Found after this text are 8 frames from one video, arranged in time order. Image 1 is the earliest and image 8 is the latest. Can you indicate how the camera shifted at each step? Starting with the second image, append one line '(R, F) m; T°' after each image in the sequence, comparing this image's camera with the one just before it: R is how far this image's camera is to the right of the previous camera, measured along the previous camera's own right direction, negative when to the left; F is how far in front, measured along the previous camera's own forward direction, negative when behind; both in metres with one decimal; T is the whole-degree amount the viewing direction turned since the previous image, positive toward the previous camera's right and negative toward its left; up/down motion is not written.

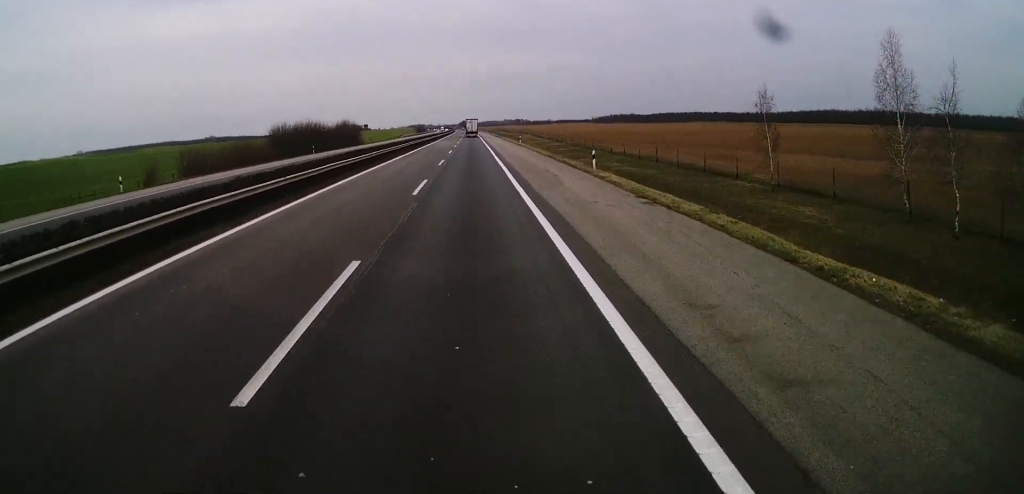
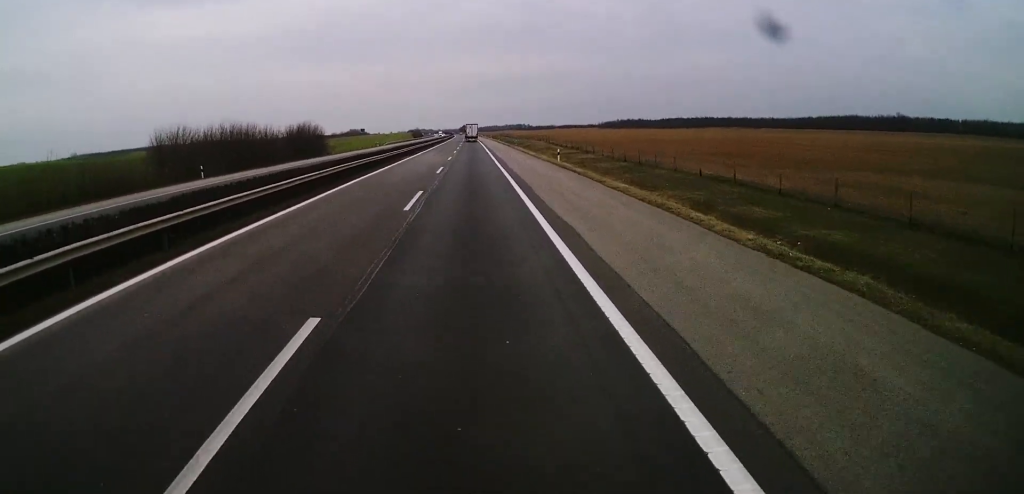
(-0.2, +37.7) m; +1°
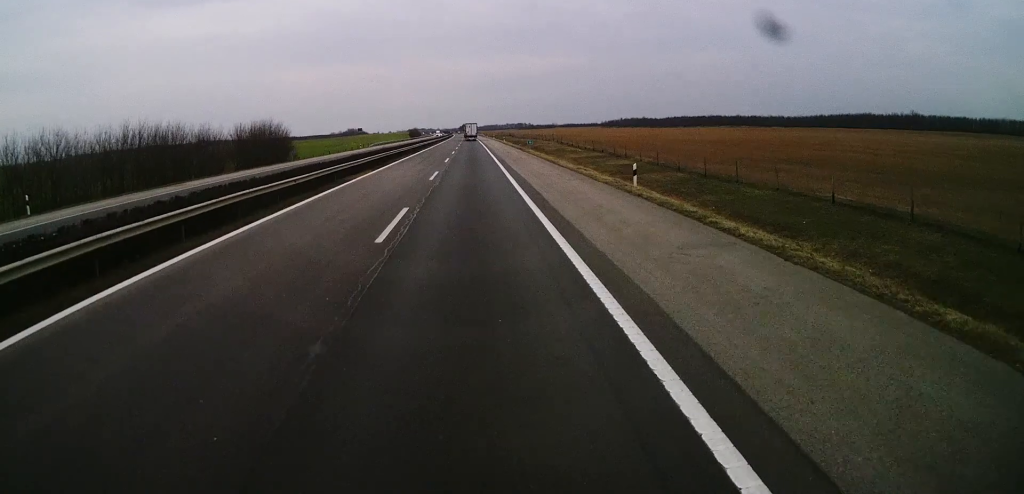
(+0.2, +23.1) m; +1°
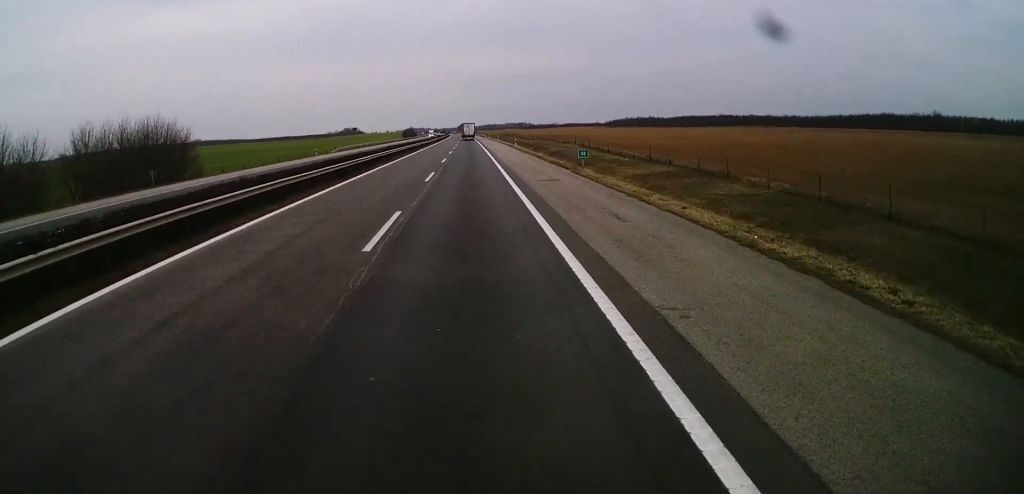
(0.0, +35.4) m; -1°
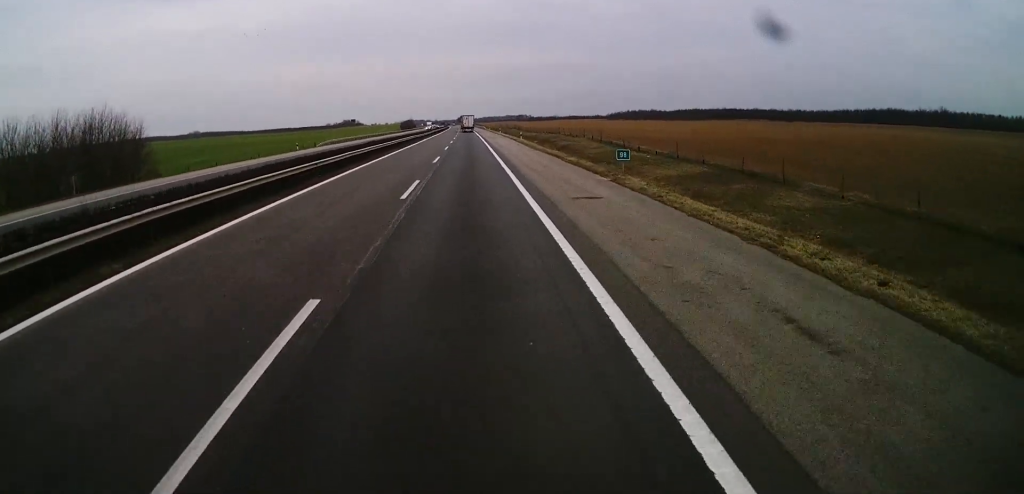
(-0.1, +10.0) m; 0°
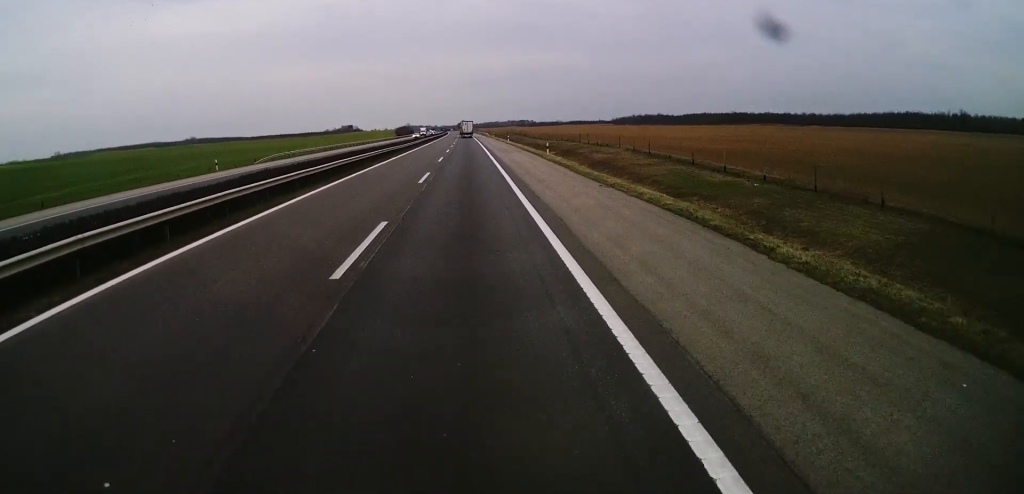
(+0.1, +26.9) m; 0°
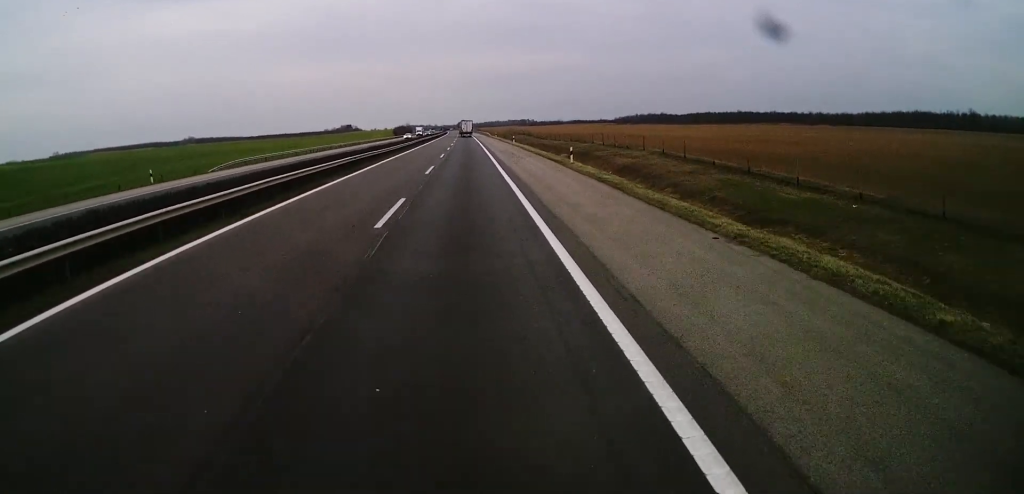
(0.0, +12.3) m; 0°
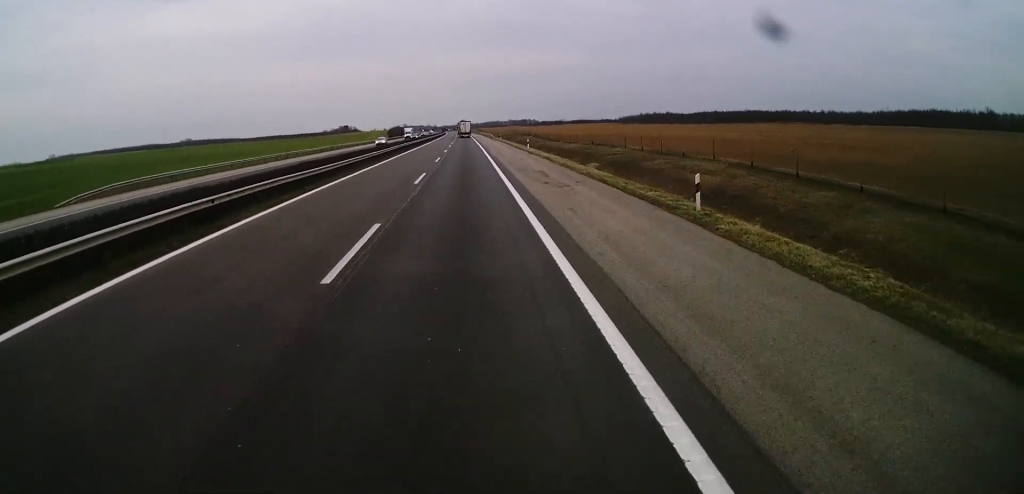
(-0.2, +22.3) m; 0°
